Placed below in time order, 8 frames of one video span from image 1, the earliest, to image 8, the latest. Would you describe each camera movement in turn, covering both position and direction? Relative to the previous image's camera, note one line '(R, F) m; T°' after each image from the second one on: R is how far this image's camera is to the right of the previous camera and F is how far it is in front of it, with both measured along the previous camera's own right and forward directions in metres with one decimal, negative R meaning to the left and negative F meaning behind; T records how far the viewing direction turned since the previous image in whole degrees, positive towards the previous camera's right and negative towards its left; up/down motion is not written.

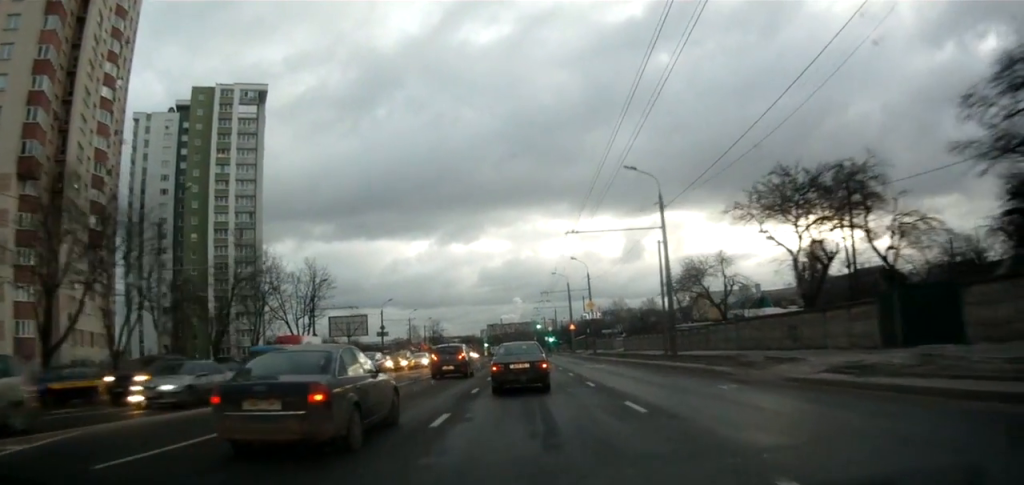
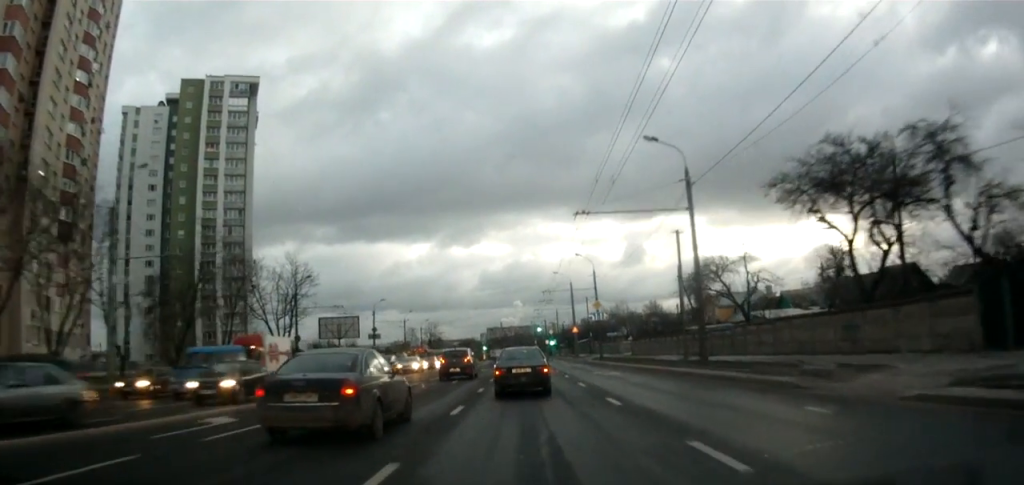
(0.0, +5.2) m; 0°
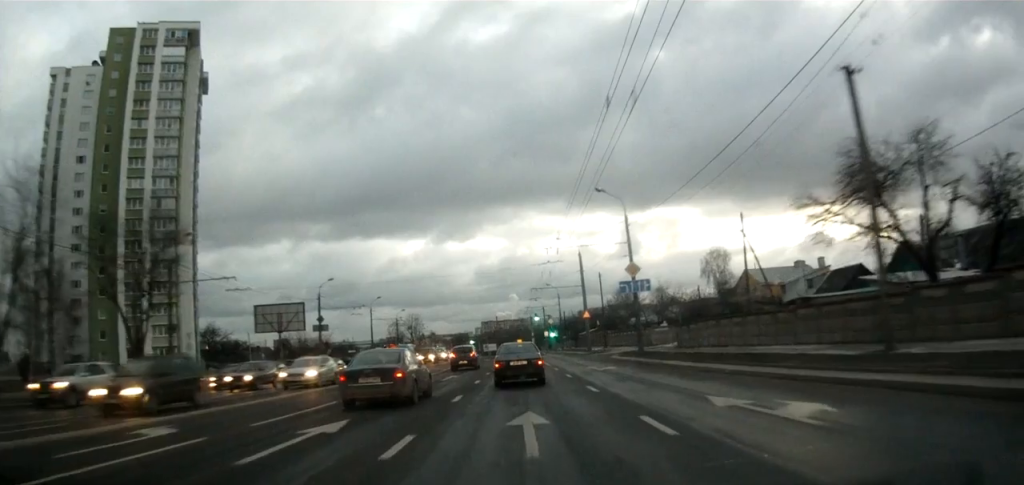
(+1.2, +23.5) m; +3°
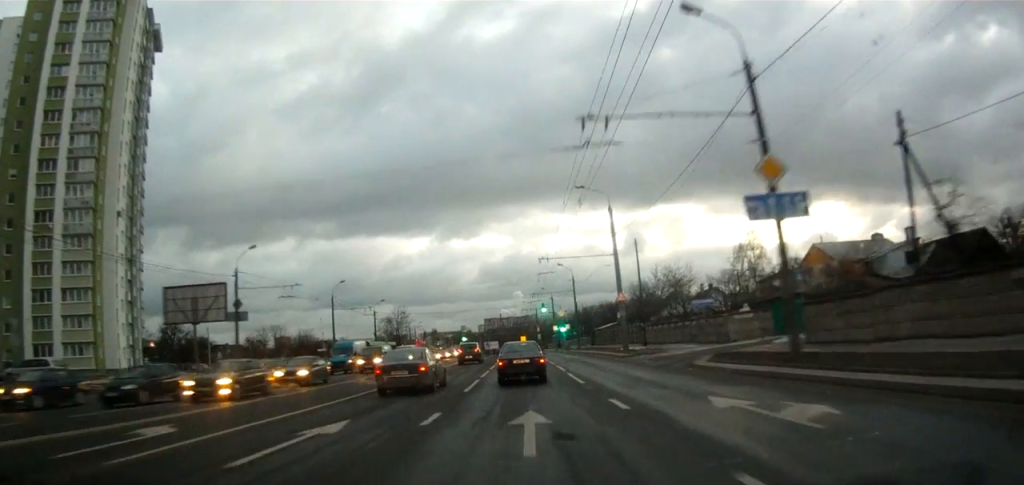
(-0.7, +20.7) m; -3°
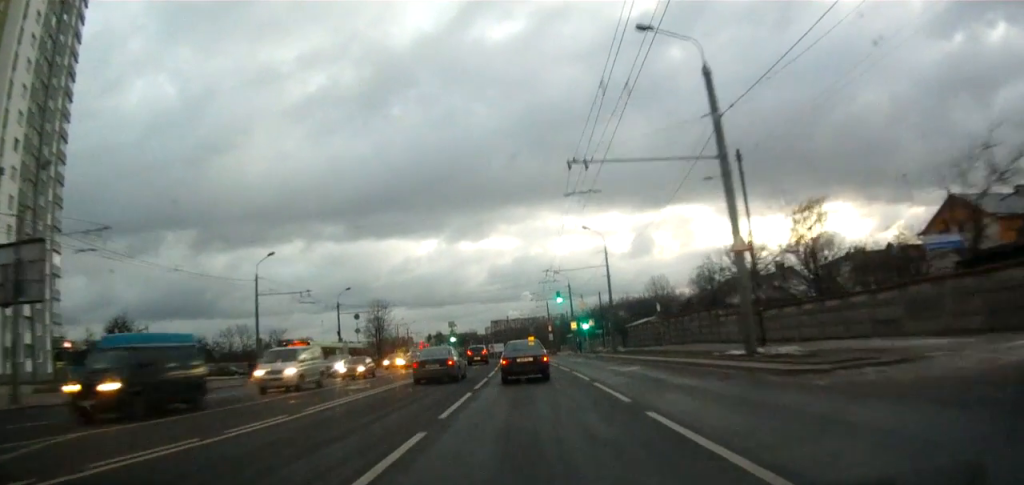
(-0.8, +23.1) m; -4°
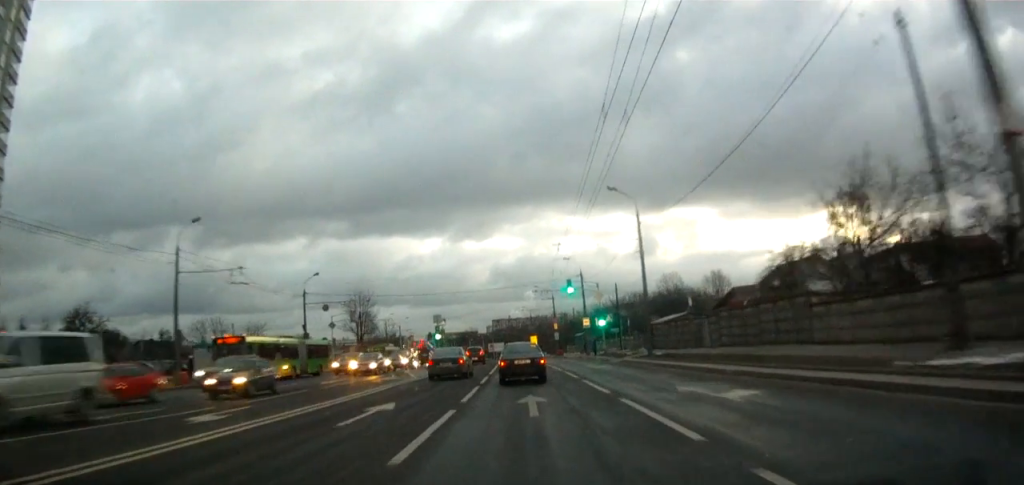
(0.0, +13.2) m; 0°
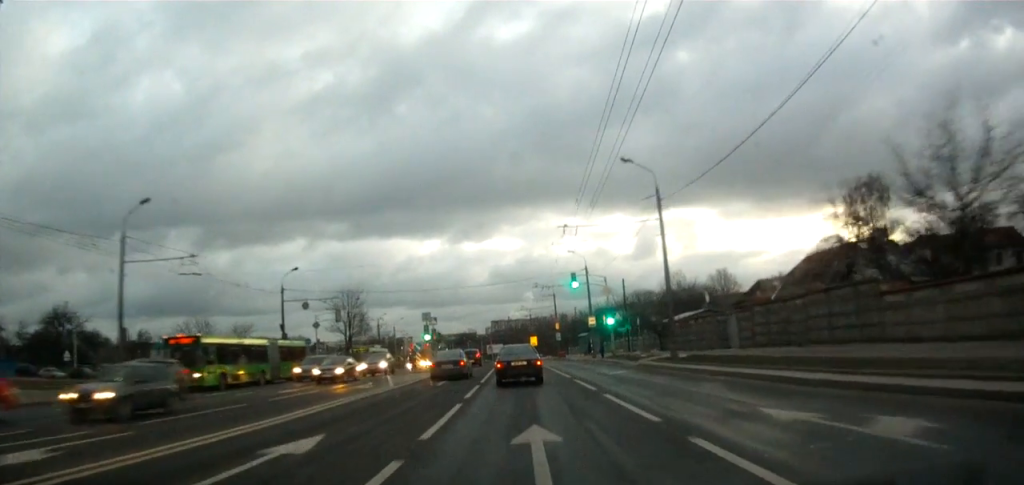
(0.0, +5.8) m; 0°
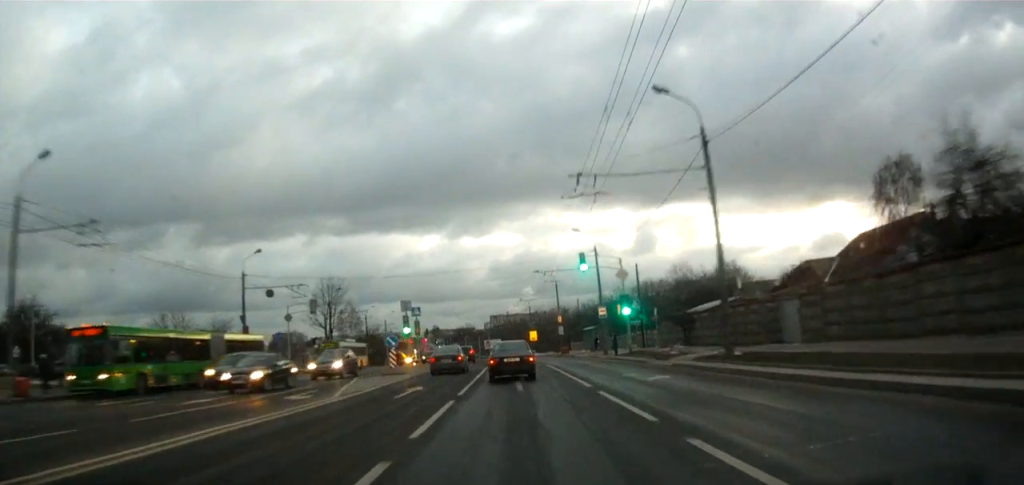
(0.0, +8.1) m; 0°
